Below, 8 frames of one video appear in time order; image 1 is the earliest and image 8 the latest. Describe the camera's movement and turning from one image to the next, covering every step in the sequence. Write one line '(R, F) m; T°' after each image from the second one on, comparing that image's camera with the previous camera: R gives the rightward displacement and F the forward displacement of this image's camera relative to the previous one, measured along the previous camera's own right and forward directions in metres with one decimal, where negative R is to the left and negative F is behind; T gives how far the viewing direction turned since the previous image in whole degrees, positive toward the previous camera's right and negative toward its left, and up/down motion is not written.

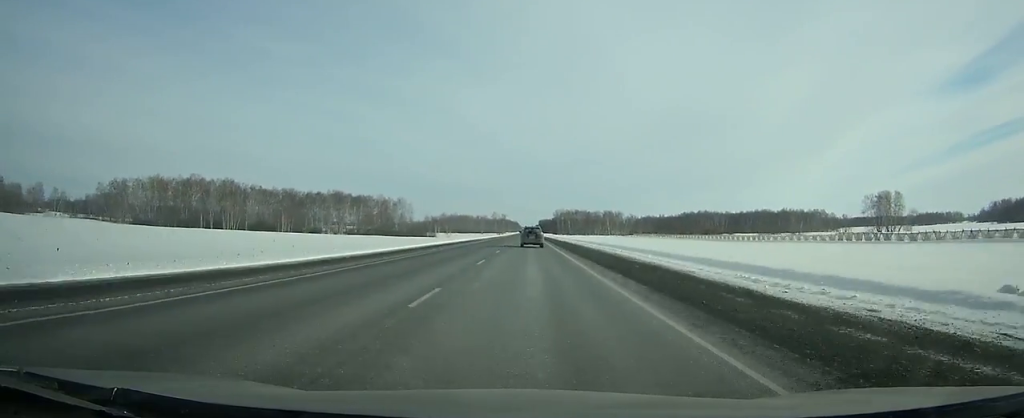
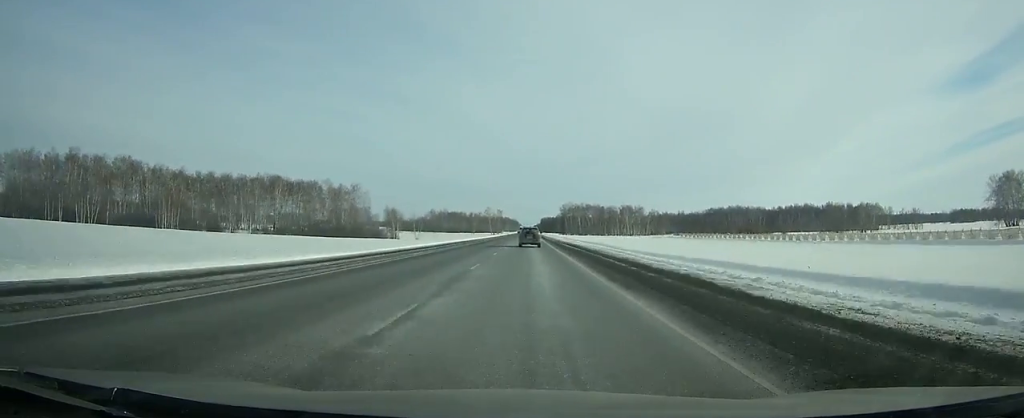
(+0.1, +87.7) m; 0°
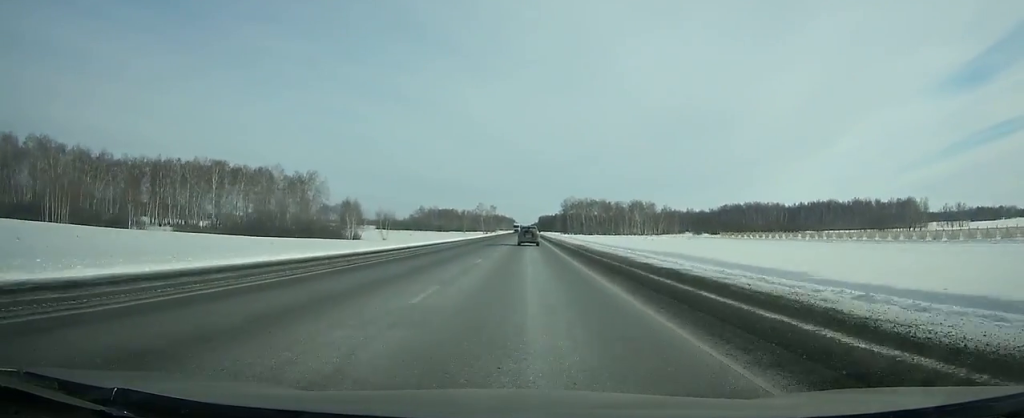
(+0.1, +45.3) m; 0°
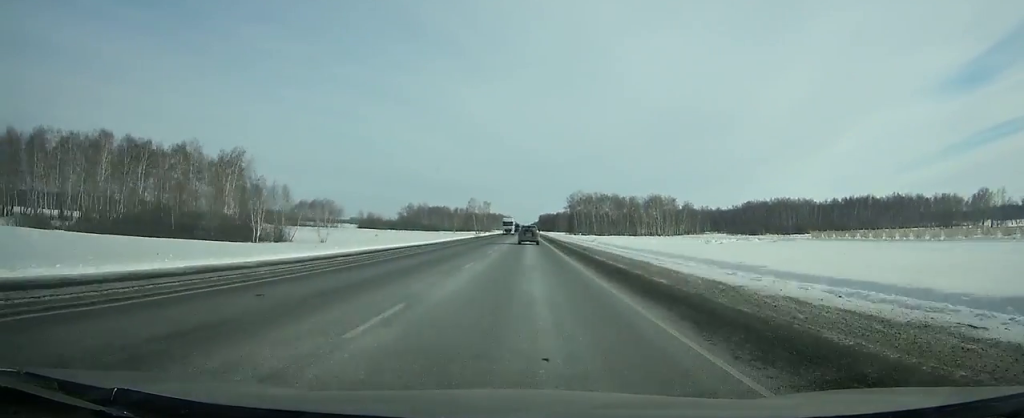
(0.0, +51.0) m; 0°
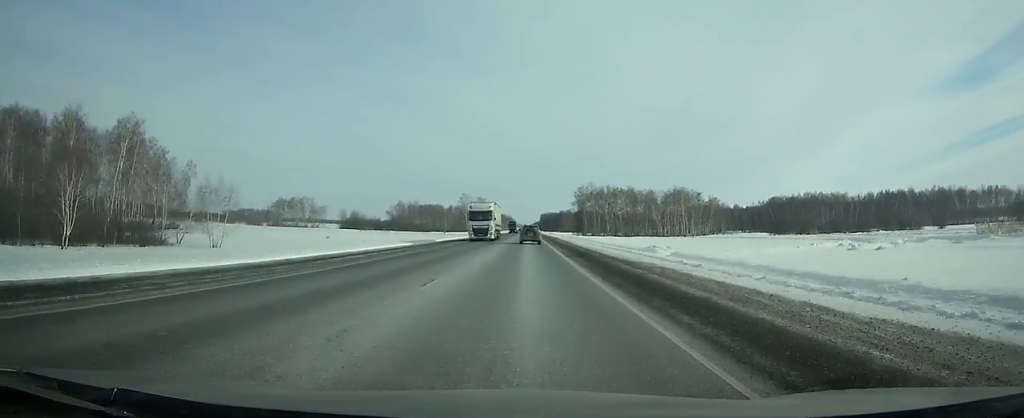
(0.0, +42.4) m; 0°
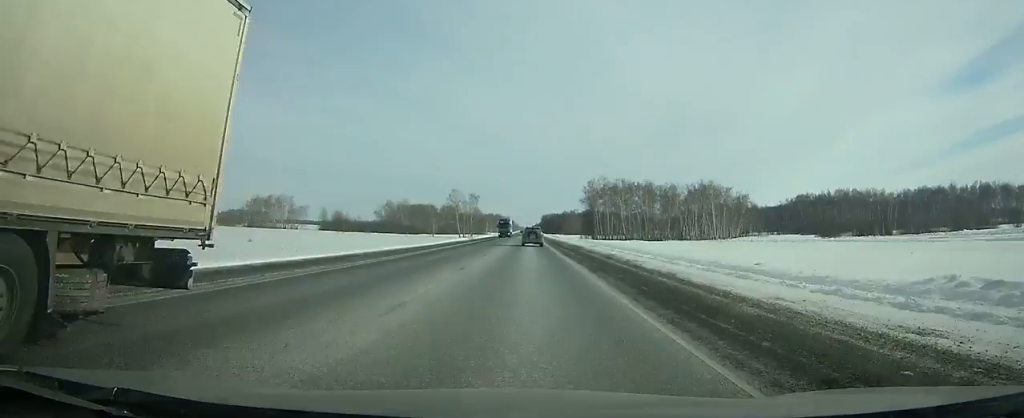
(0.0, +36.8) m; 0°
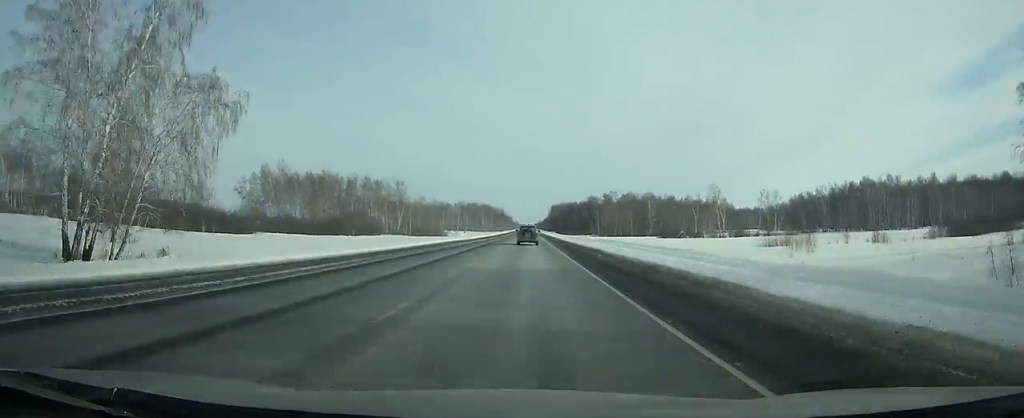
(-0.4, +208.2) m; 0°
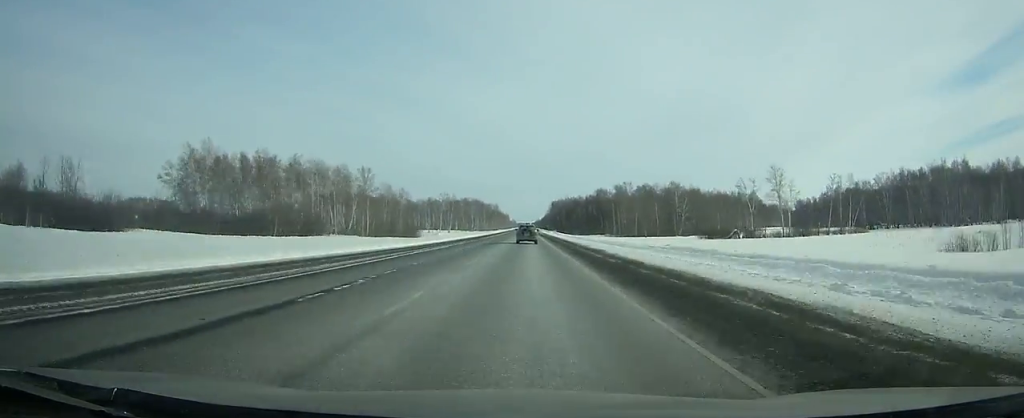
(-0.1, +47.5) m; 0°
